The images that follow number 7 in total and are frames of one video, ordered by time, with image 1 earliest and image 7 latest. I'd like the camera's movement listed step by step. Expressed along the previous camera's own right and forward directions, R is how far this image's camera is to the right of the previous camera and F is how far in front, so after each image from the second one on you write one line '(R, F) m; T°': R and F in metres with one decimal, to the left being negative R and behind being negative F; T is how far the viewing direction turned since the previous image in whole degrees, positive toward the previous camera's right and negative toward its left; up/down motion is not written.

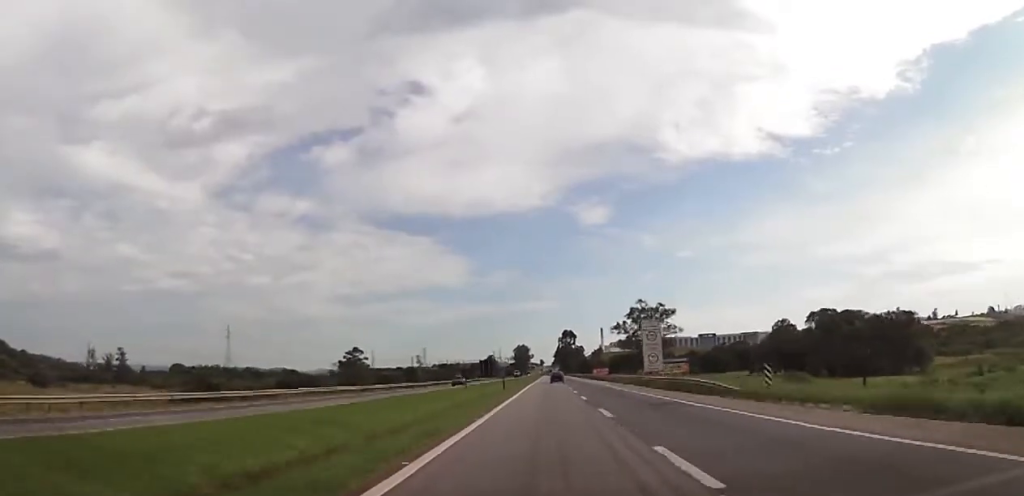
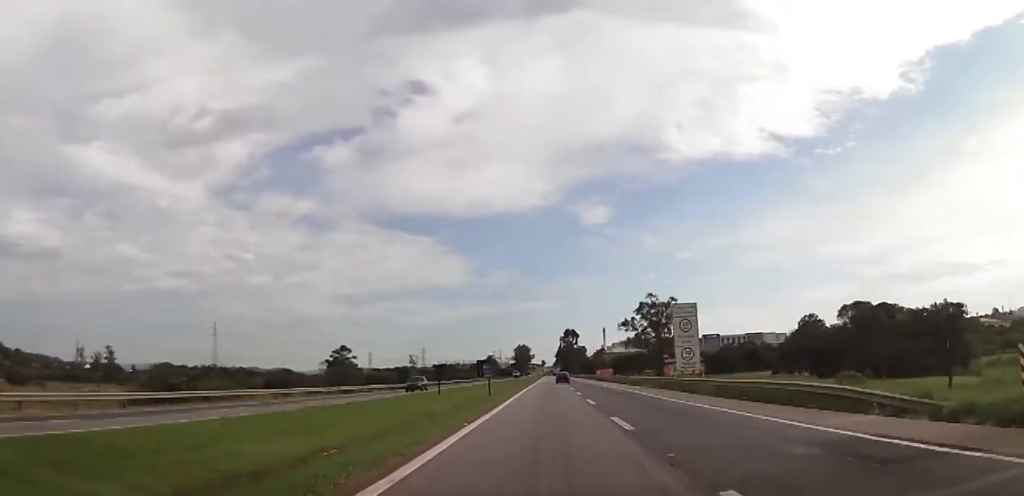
(+0.2, +16.6) m; 0°
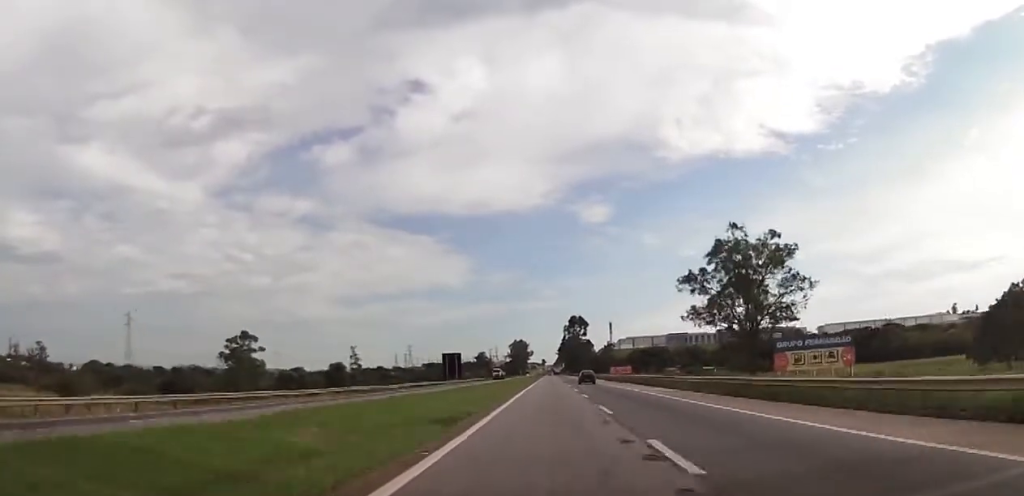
(+0.5, +79.2) m; 0°
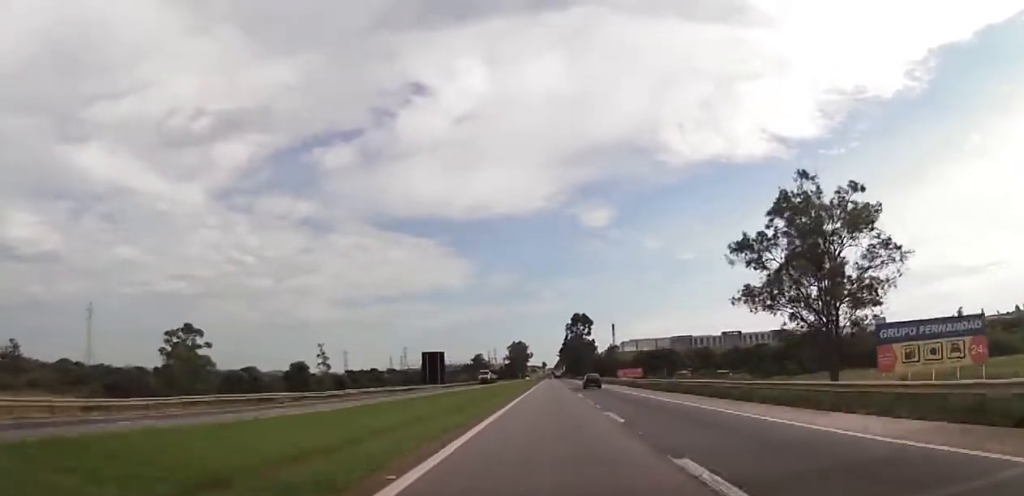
(0.0, +26.9) m; 0°
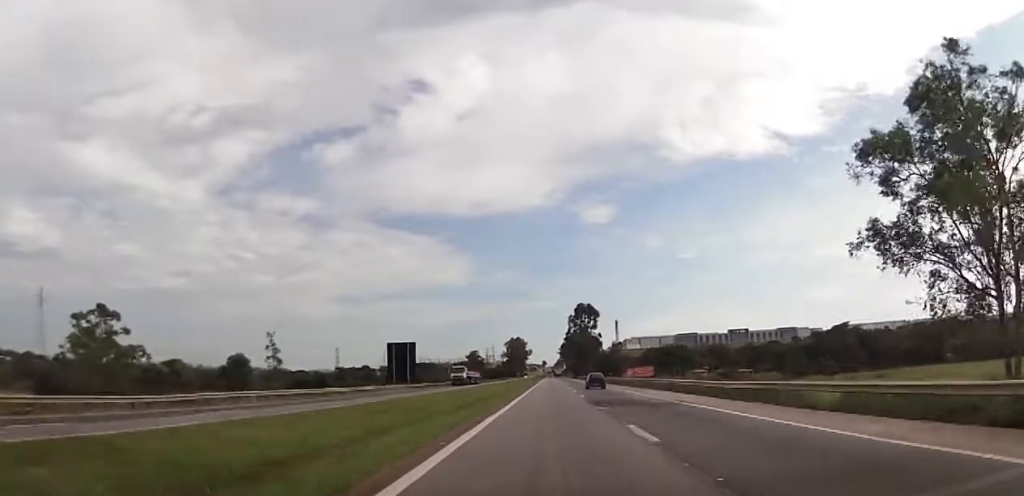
(+0.1, +29.5) m; 0°
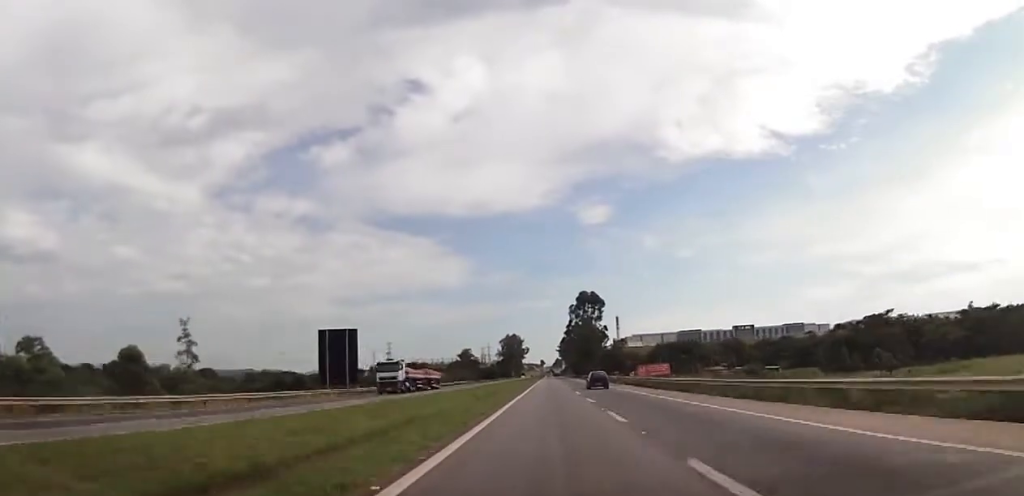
(-0.1, +32.0) m; 0°
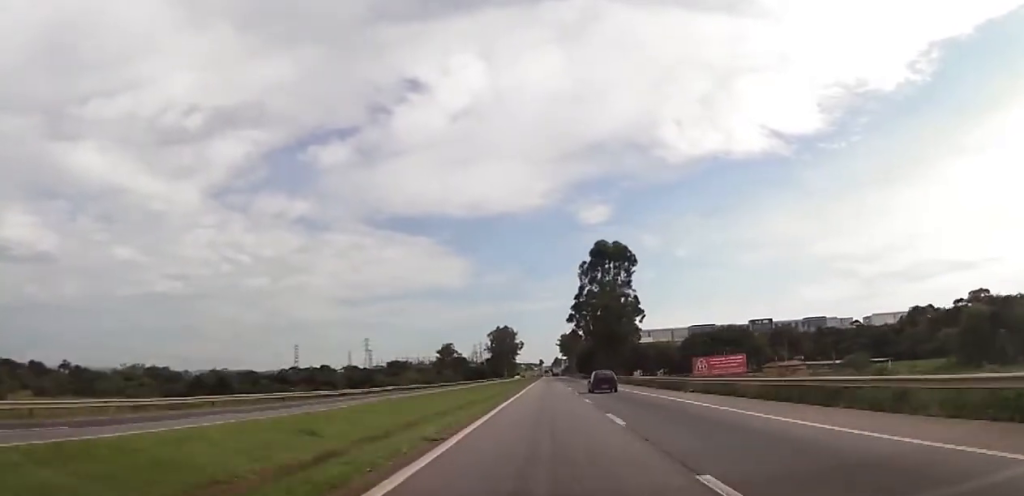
(-0.8, +74.6) m; 0°
